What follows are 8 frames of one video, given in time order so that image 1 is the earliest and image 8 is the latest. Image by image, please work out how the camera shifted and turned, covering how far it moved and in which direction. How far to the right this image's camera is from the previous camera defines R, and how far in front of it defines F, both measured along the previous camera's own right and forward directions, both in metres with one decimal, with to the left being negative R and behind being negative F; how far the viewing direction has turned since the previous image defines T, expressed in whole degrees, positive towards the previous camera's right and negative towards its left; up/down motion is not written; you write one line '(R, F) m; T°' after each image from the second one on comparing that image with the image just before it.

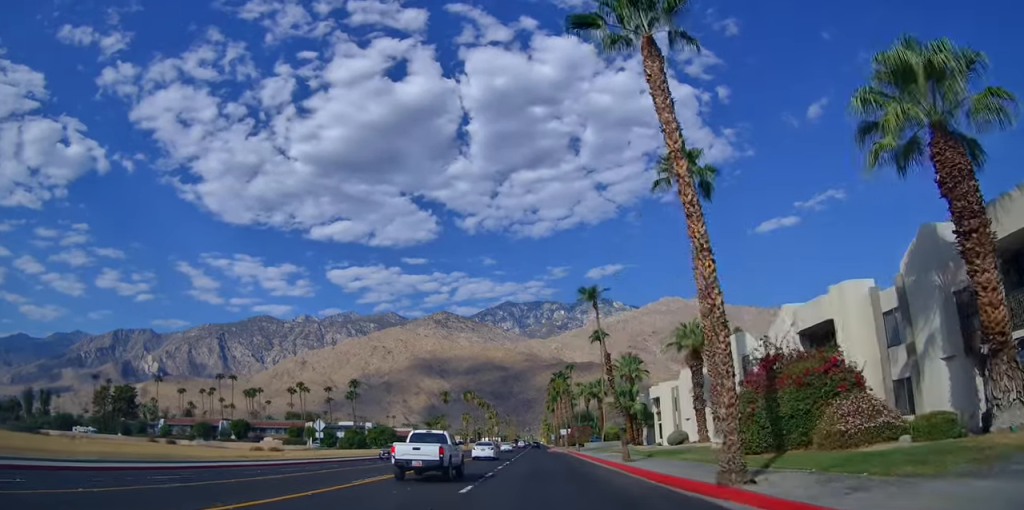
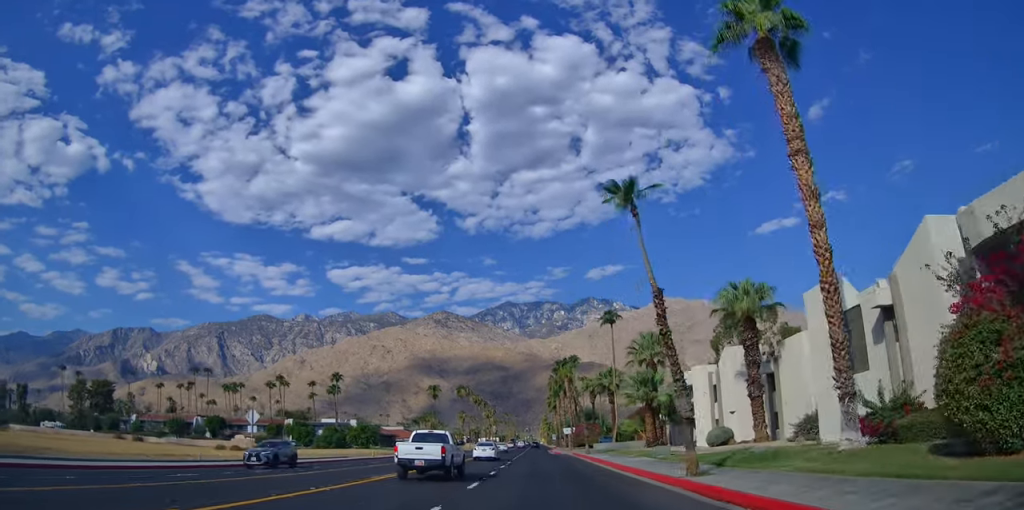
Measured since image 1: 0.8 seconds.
(0.0, +13.1) m; 0°
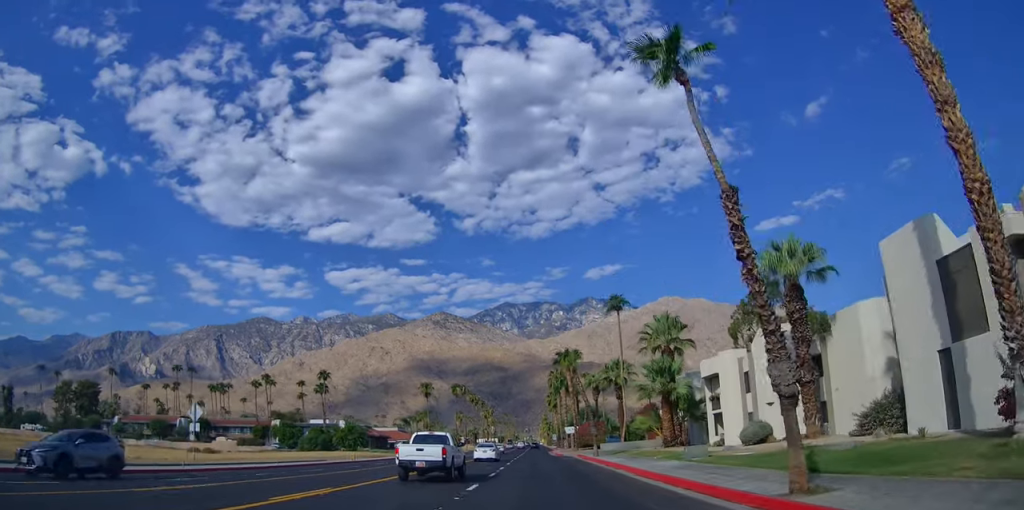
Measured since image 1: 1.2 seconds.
(0.0, +7.5) m; 0°
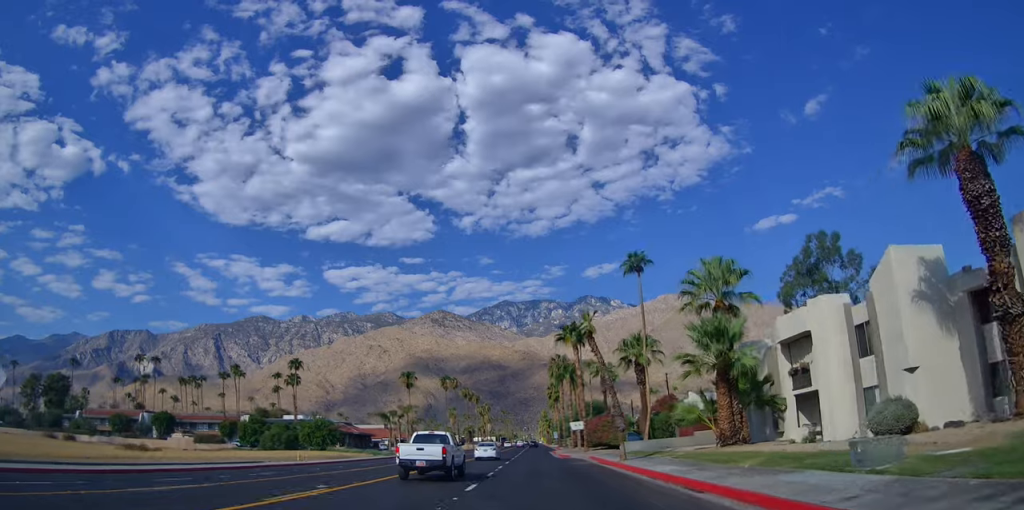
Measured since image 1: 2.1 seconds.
(0.0, +15.0) m; 0°
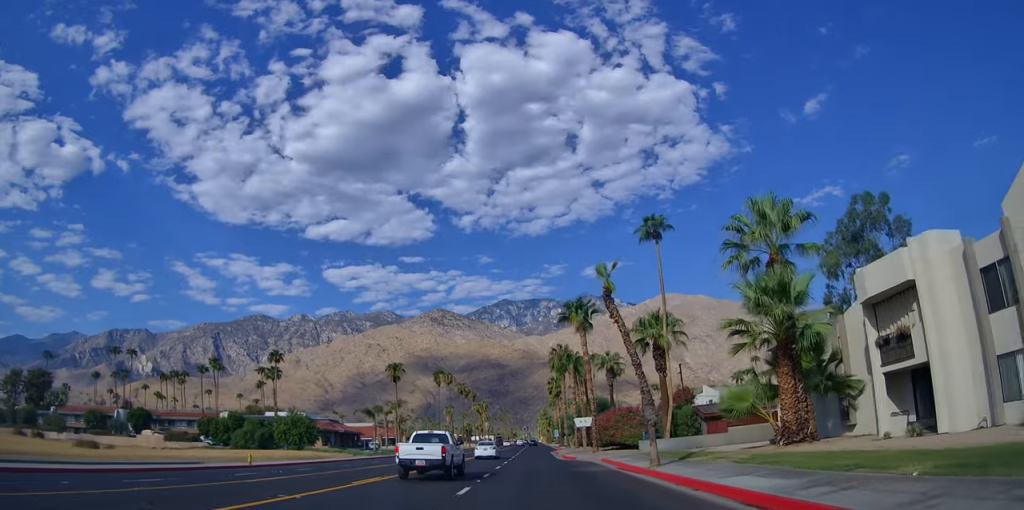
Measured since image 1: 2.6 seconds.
(0.0, +8.7) m; 0°
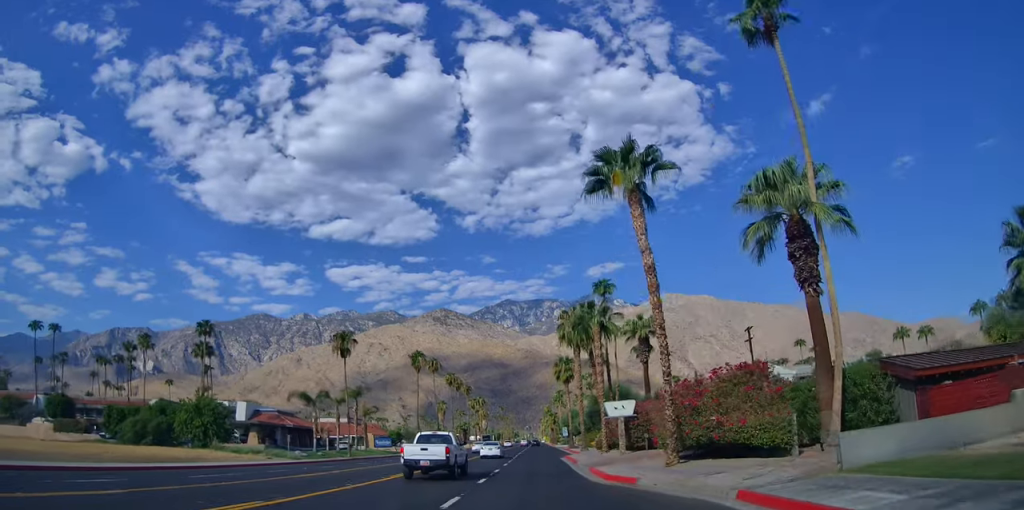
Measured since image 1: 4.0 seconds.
(0.0, +24.9) m; 0°
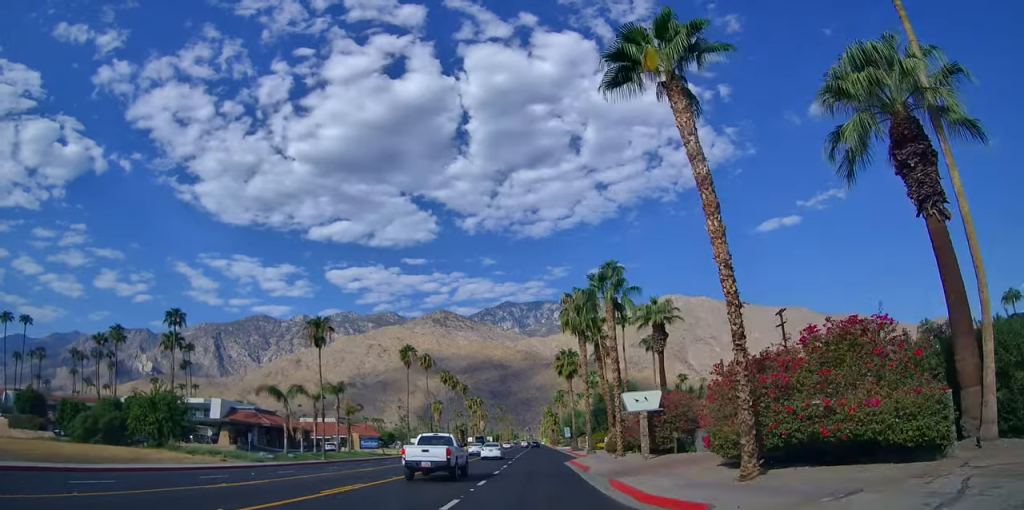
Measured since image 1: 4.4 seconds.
(0.0, +7.5) m; 0°
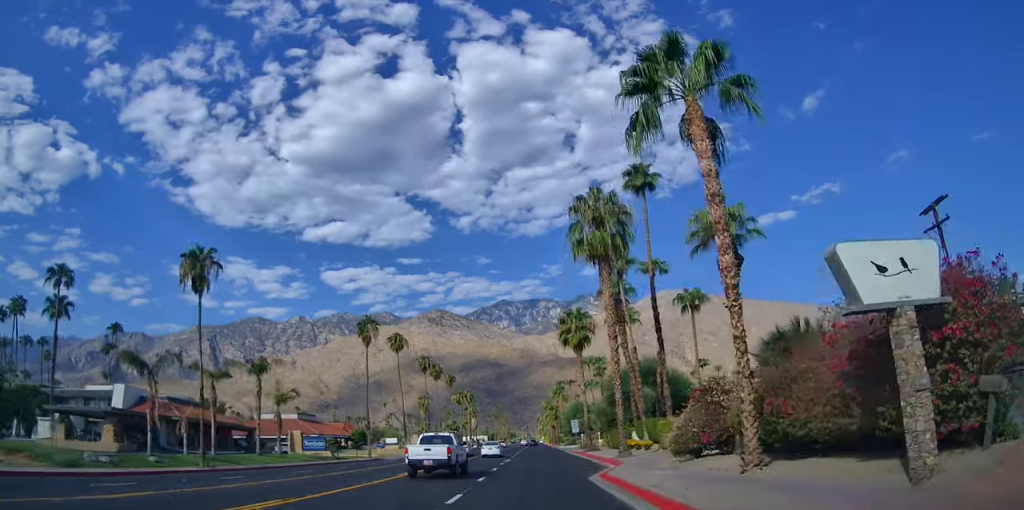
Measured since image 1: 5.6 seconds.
(0.0, +20.8) m; 0°
